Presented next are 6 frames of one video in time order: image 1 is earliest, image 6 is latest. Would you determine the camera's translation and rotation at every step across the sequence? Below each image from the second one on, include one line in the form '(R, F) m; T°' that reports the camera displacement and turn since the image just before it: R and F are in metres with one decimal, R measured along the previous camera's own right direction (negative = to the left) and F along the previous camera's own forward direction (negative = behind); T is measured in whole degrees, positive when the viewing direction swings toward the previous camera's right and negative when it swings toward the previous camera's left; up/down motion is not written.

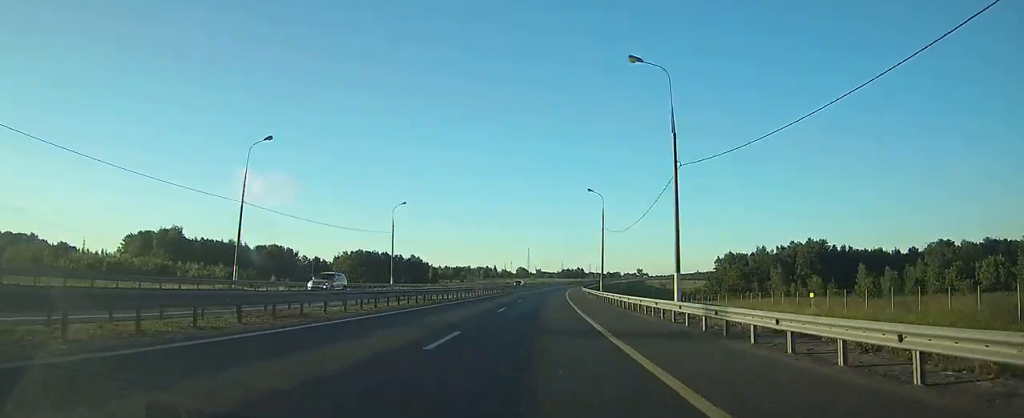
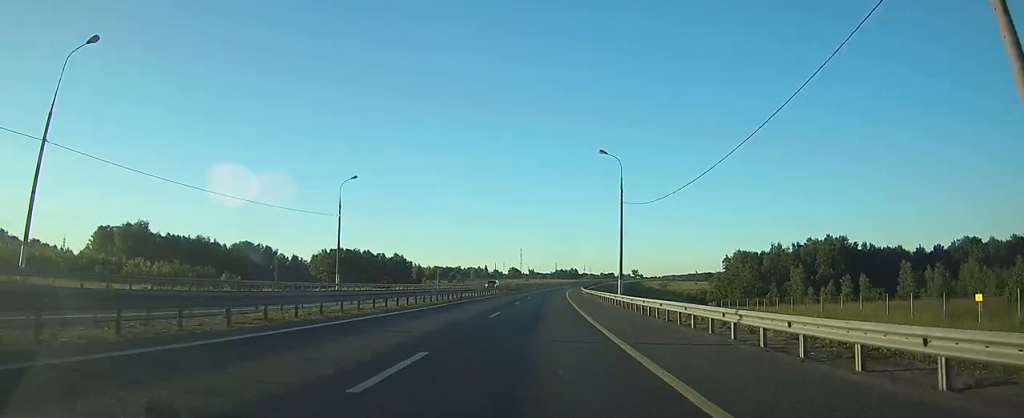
(+0.3, +20.5) m; +1°
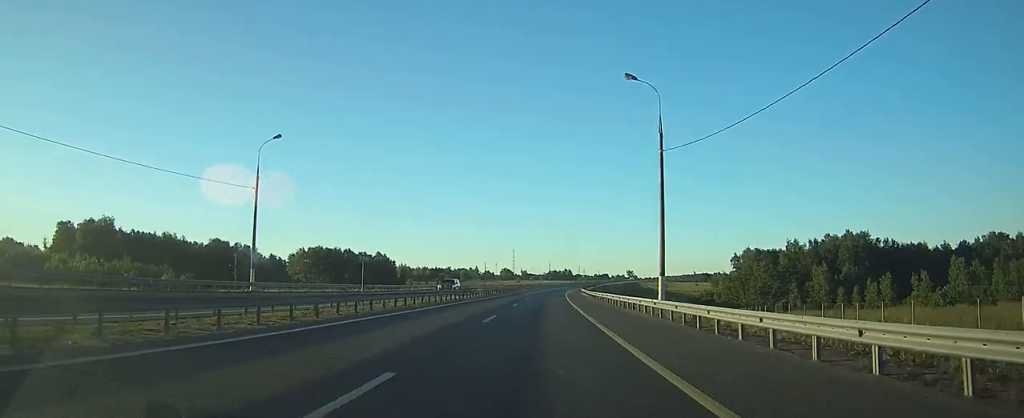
(+0.1, +18.4) m; +1°
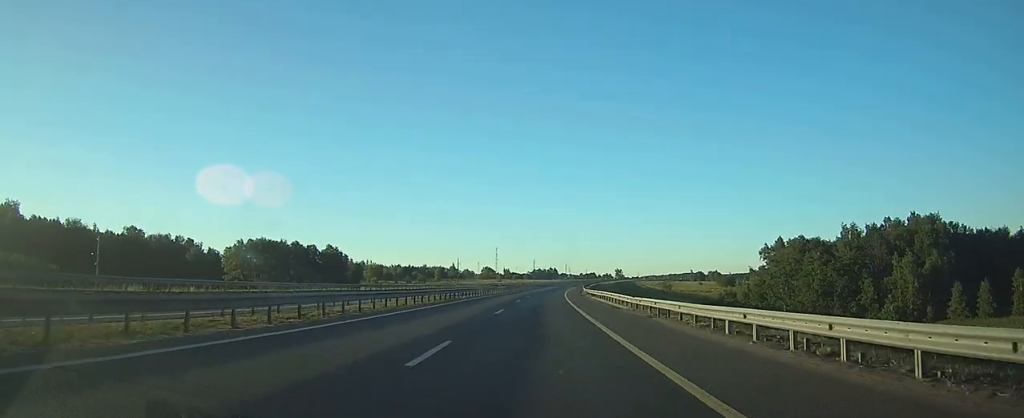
(+0.6, +42.9) m; +2°
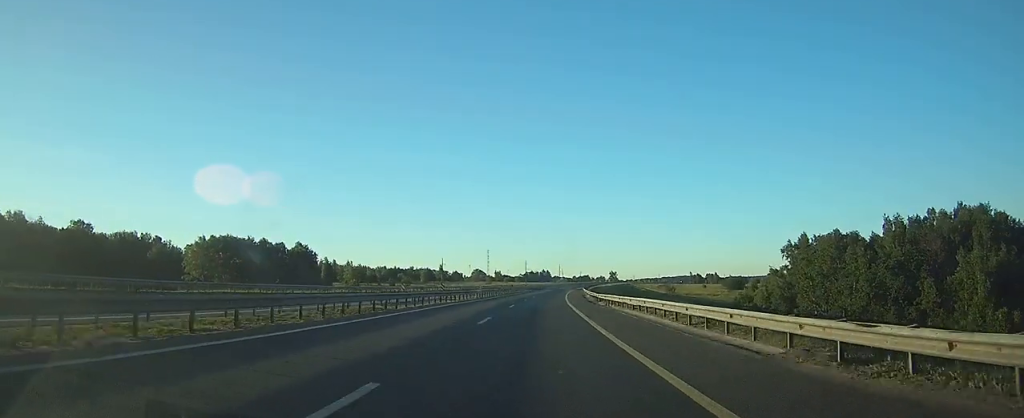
(+0.2, +21.4) m; +1°
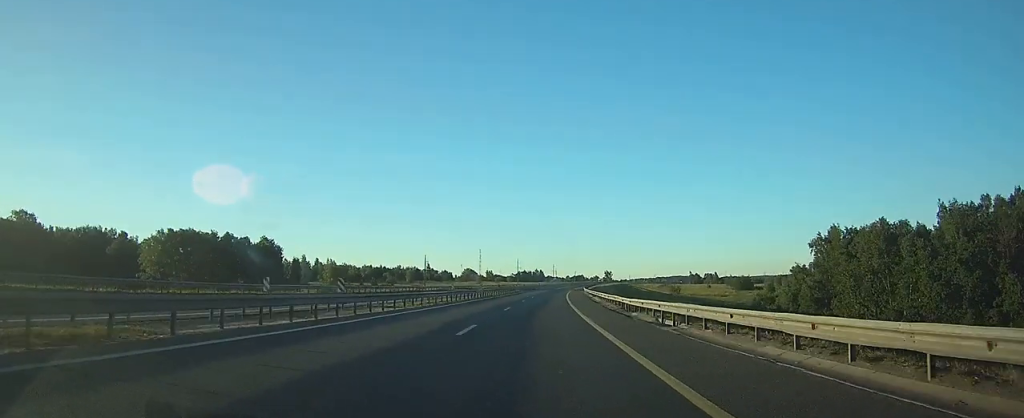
(+0.1, +20.4) m; +1°
